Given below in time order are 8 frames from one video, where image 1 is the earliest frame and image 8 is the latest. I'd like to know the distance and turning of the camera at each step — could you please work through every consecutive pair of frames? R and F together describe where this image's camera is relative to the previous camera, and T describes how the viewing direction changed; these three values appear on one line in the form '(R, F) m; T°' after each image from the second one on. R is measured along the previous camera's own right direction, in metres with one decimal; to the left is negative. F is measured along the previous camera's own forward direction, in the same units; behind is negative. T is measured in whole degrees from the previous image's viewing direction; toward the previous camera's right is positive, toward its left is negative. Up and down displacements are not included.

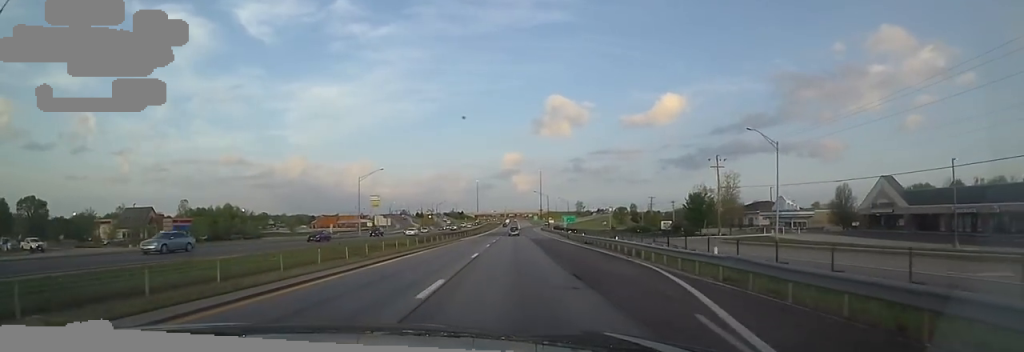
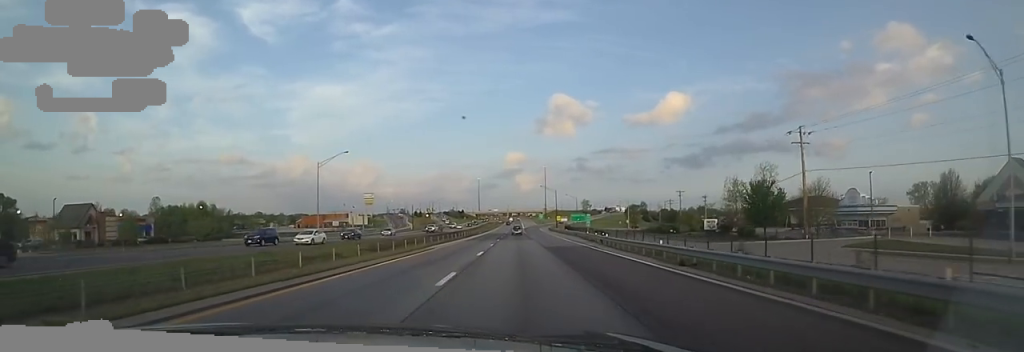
(0.0, +22.7) m; -2°
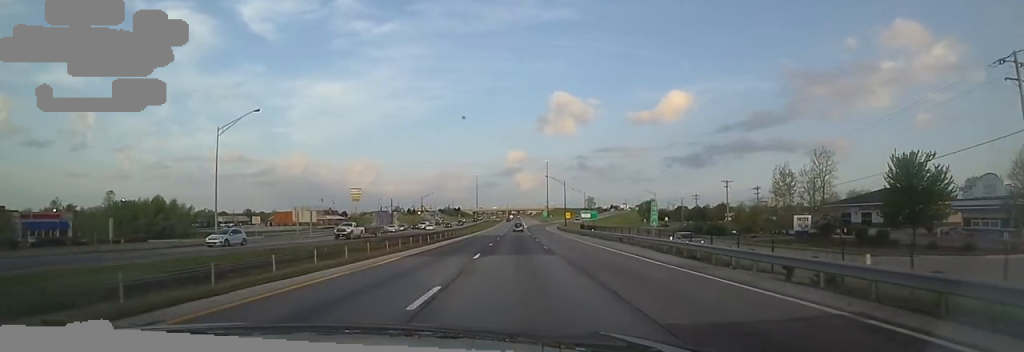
(-0.8, +27.8) m; -1°
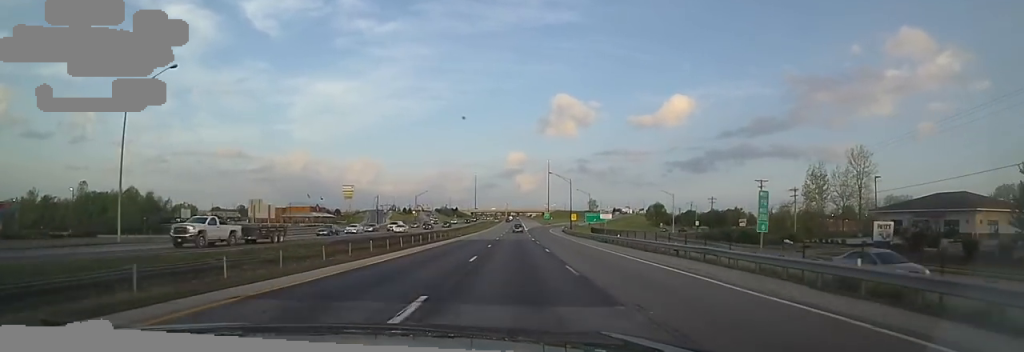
(-0.7, +13.9) m; 0°
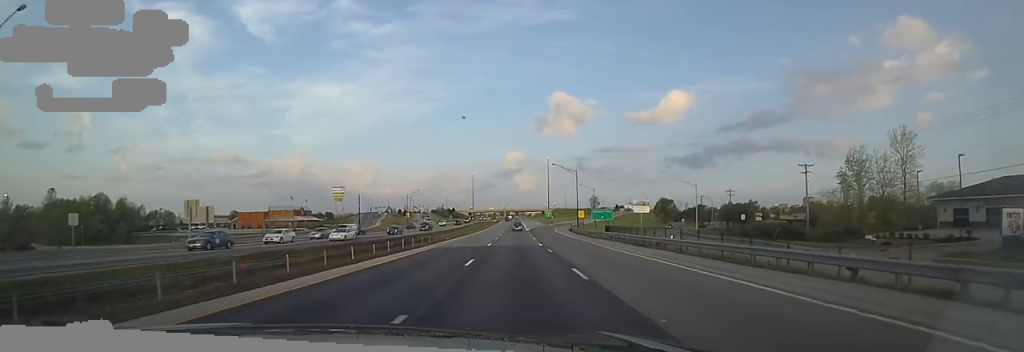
(+0.7, +14.0) m; +1°
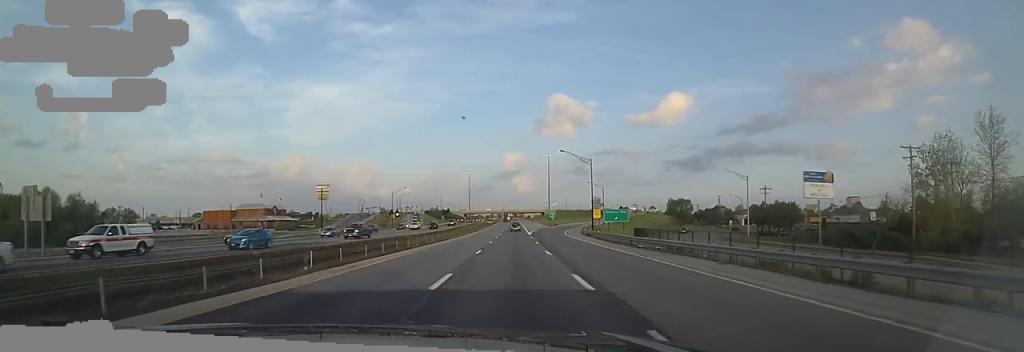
(+0.6, +20.9) m; +2°
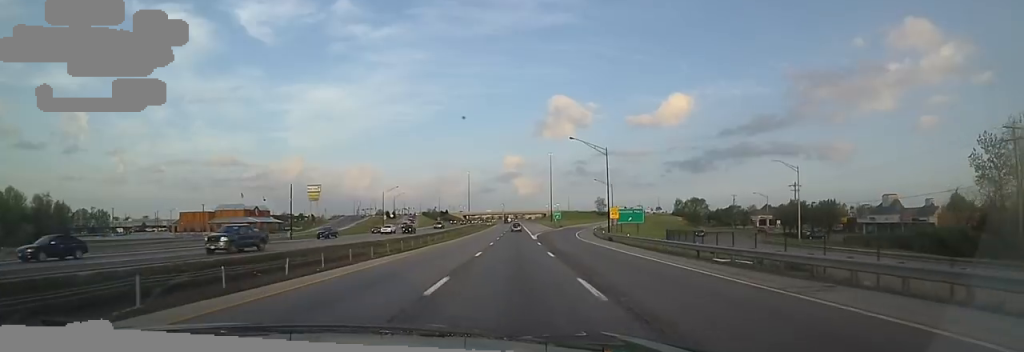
(0.0, +12.9) m; 0°
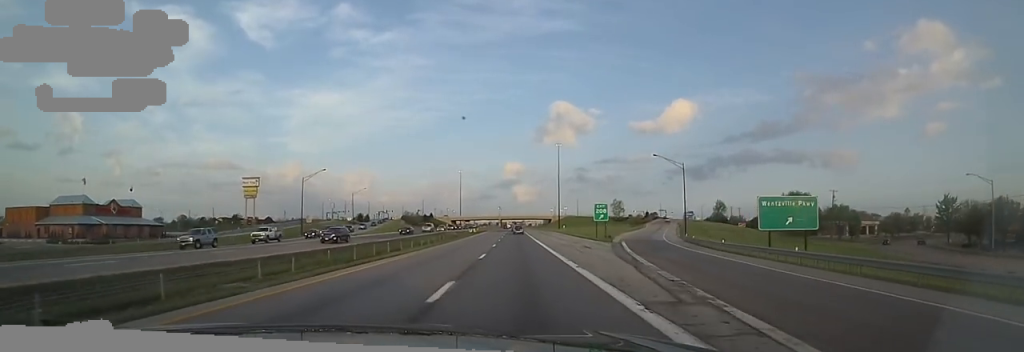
(-0.1, +61.0) m; -2°
